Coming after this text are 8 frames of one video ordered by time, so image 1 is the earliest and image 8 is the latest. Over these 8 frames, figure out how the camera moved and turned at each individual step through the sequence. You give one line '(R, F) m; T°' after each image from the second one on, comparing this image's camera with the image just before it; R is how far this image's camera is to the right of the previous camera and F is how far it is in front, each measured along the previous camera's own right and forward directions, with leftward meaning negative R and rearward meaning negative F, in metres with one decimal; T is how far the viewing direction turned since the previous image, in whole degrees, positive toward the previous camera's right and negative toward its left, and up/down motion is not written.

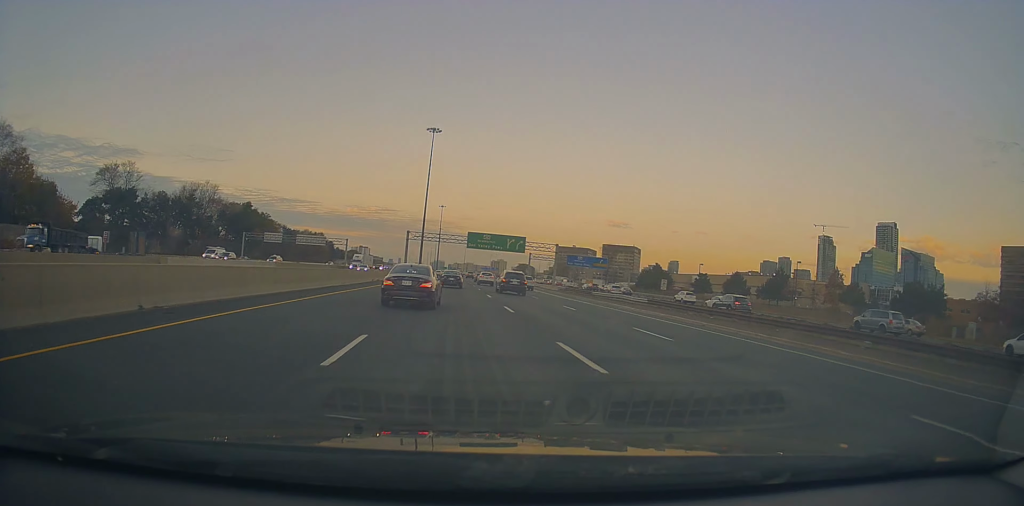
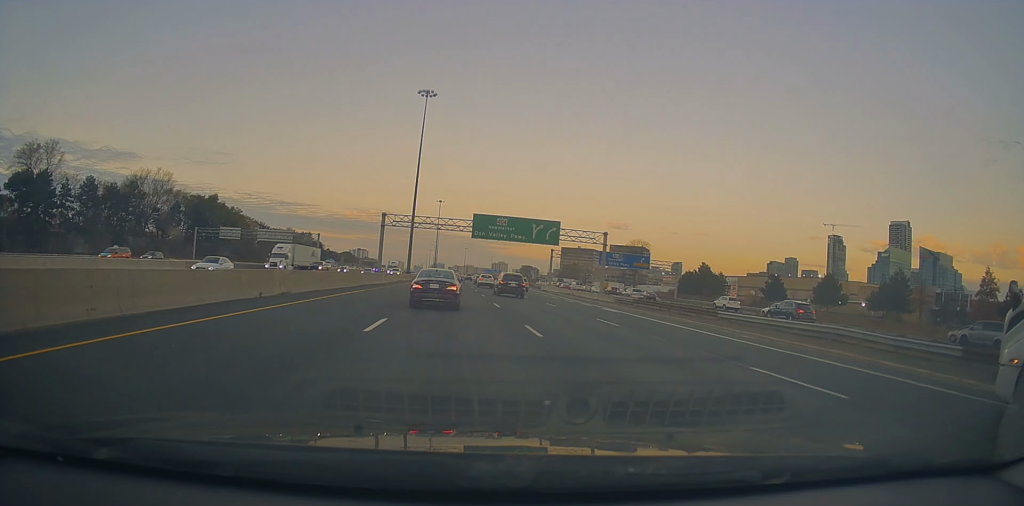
(-0.3, +31.7) m; -1°
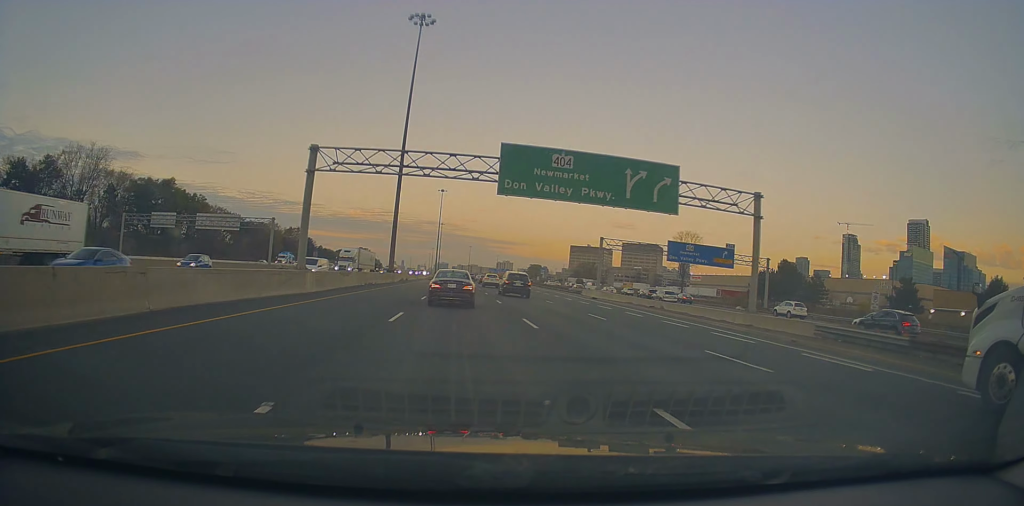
(0.0, +33.6) m; +1°
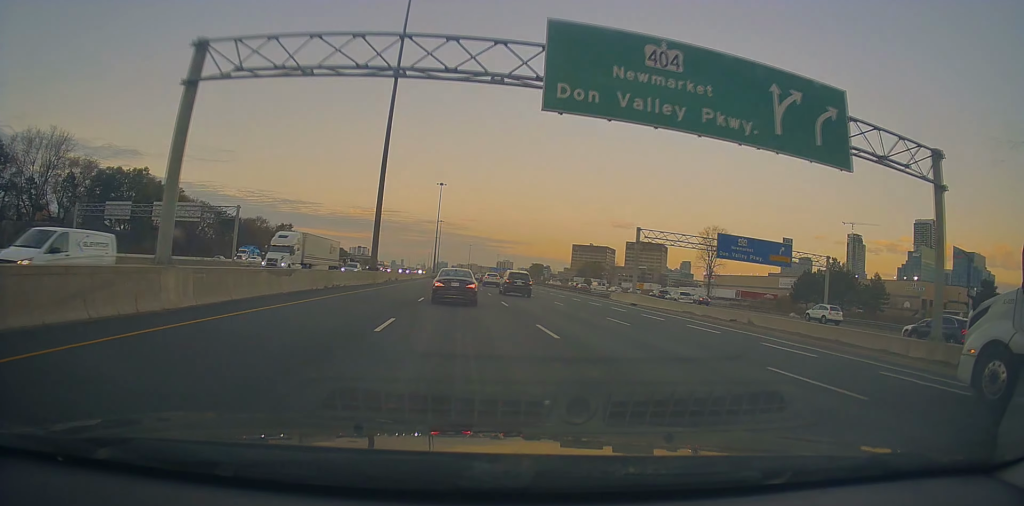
(+0.1, +14.9) m; 0°
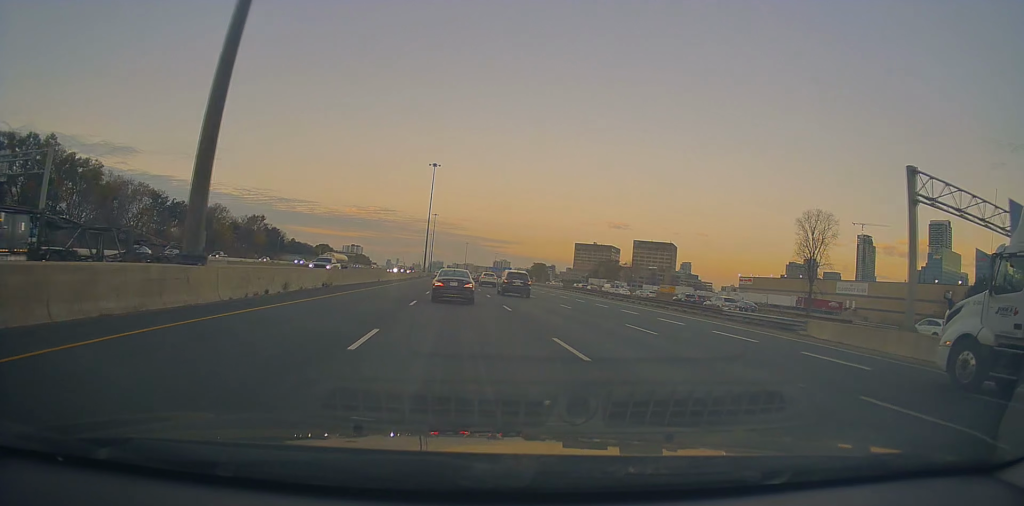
(0.0, +39.0) m; 0°
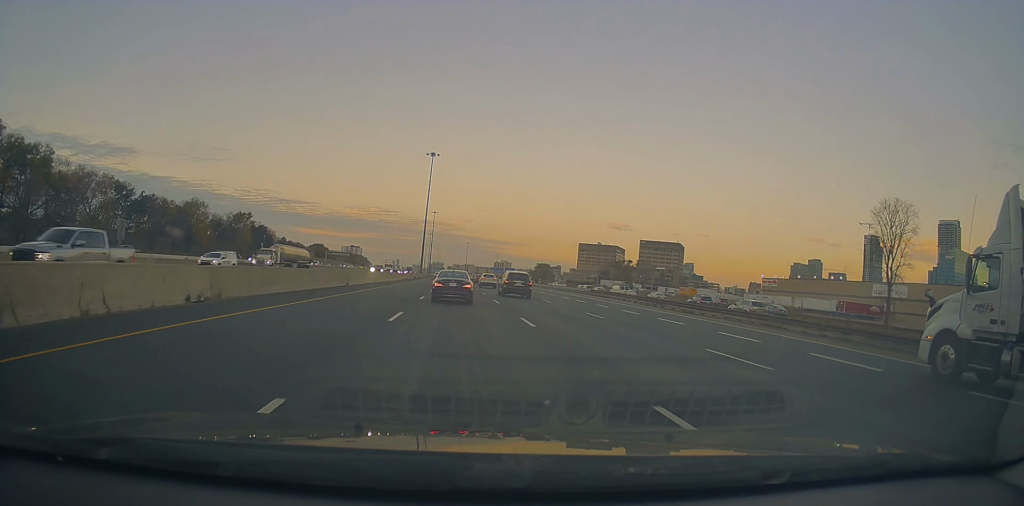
(0.0, +18.5) m; 0°
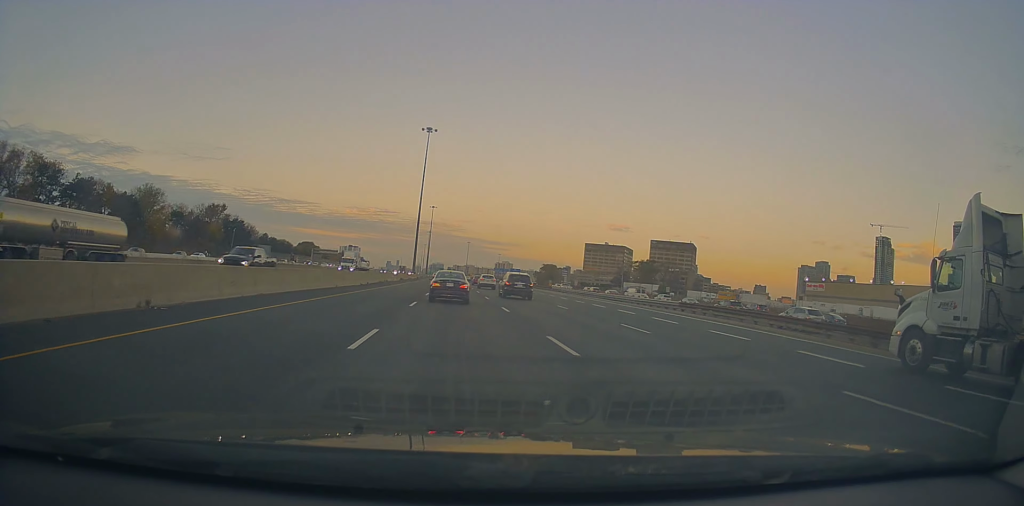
(-0.1, +29.7) m; -1°
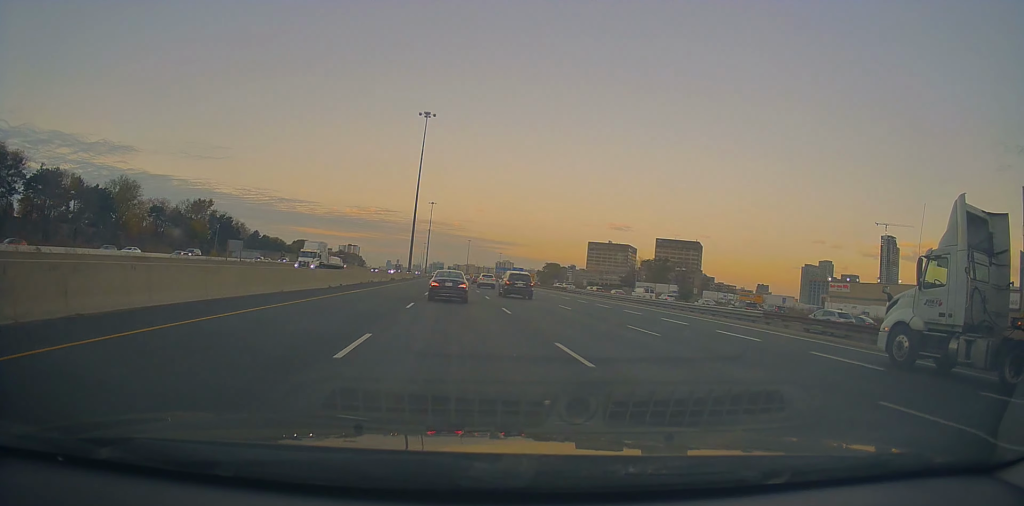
(-0.1, +13.1) m; 0°
